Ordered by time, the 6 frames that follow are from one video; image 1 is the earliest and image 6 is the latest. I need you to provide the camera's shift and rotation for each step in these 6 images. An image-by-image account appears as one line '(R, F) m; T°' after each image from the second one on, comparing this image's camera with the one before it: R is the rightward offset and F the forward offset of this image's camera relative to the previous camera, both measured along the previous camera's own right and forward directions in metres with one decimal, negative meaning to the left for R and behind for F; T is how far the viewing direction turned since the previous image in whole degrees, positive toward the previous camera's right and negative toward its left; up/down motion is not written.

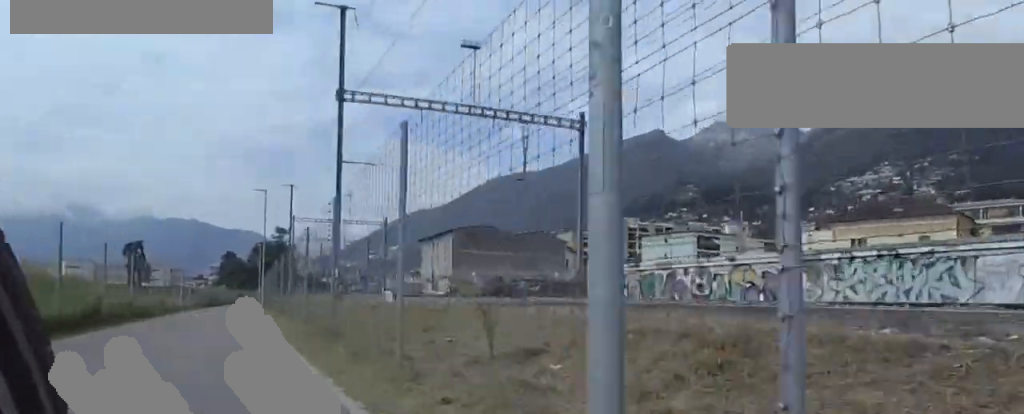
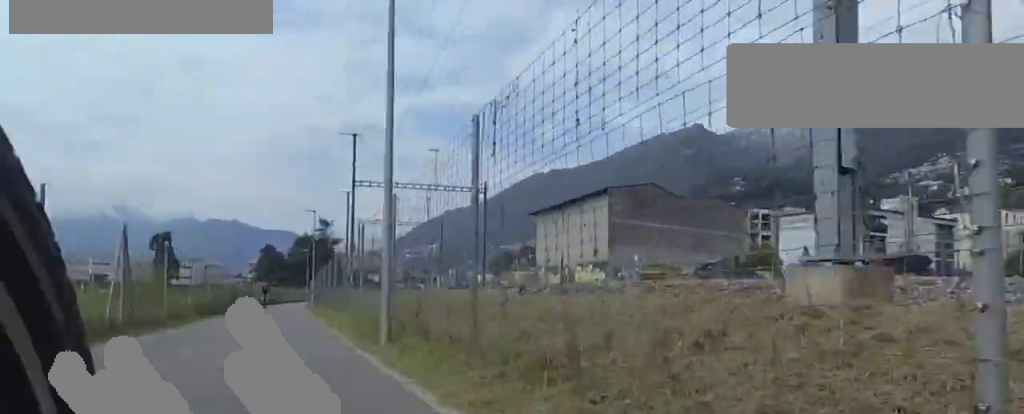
(0.0, +24.3) m; -1°
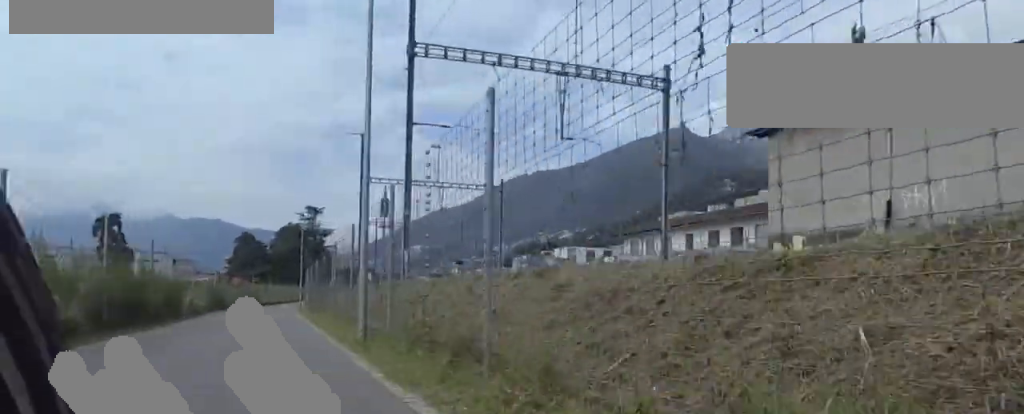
(-0.7, +29.5) m; -2°
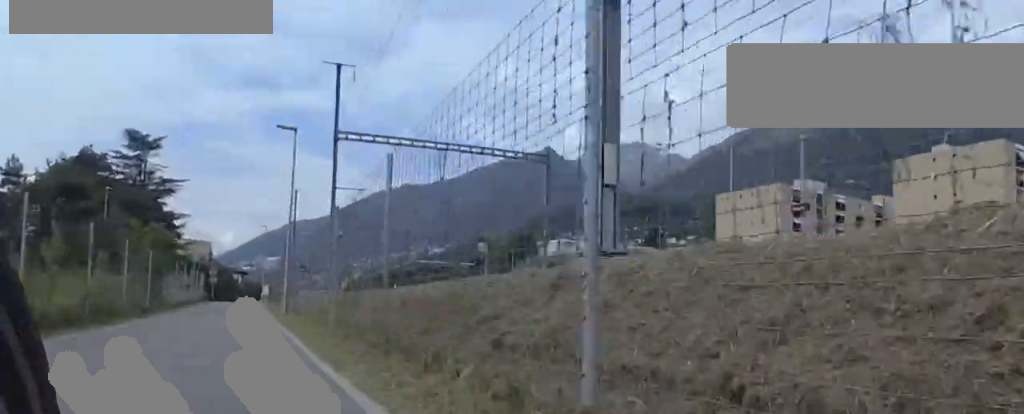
(-0.5, +82.1) m; 0°
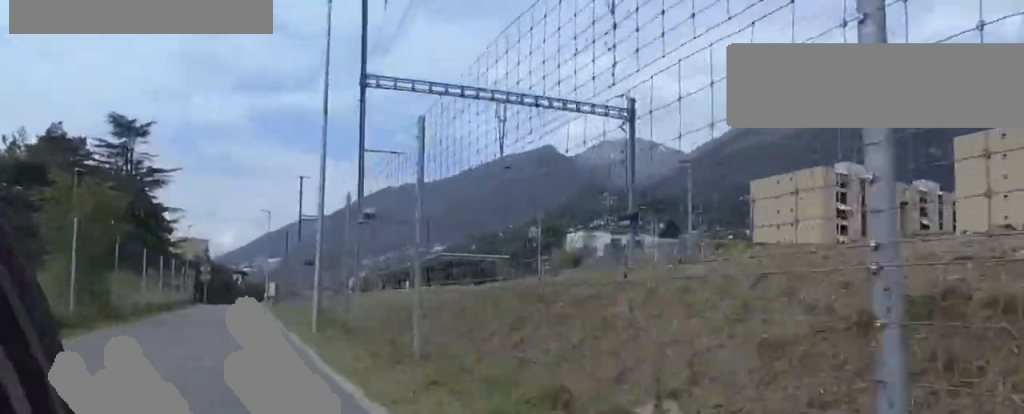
(0.0, +9.1) m; 0°
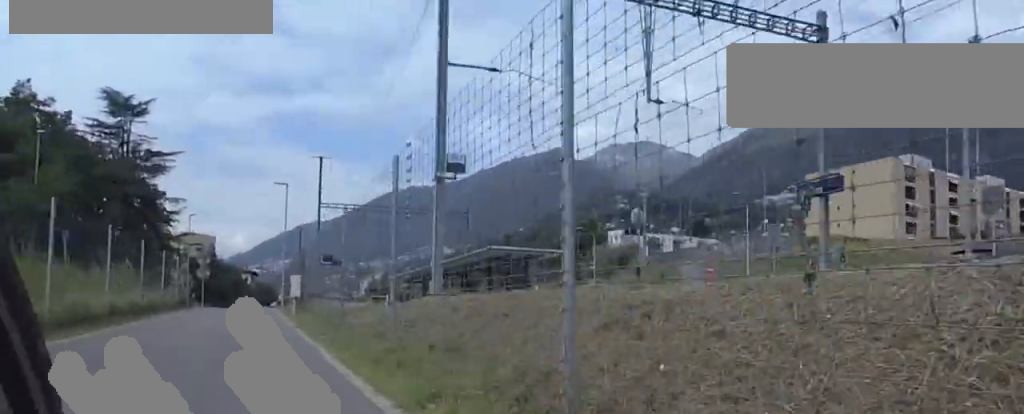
(0.0, +9.1) m; +2°
